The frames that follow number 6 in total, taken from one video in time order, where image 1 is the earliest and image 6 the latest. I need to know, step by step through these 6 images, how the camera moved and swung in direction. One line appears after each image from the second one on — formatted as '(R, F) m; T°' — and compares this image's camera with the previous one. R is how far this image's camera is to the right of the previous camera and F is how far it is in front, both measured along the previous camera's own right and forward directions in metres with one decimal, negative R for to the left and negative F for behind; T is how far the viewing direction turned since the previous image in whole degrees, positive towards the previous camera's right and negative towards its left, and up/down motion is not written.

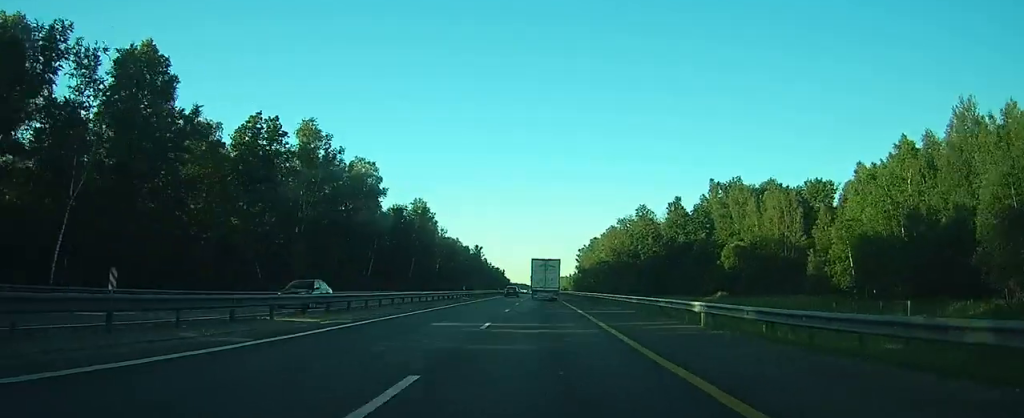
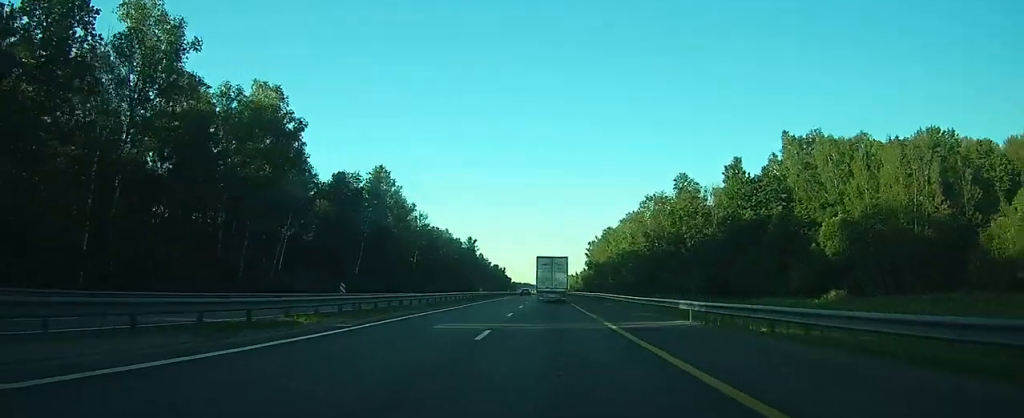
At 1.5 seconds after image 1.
(0.0, +39.0) m; 0°
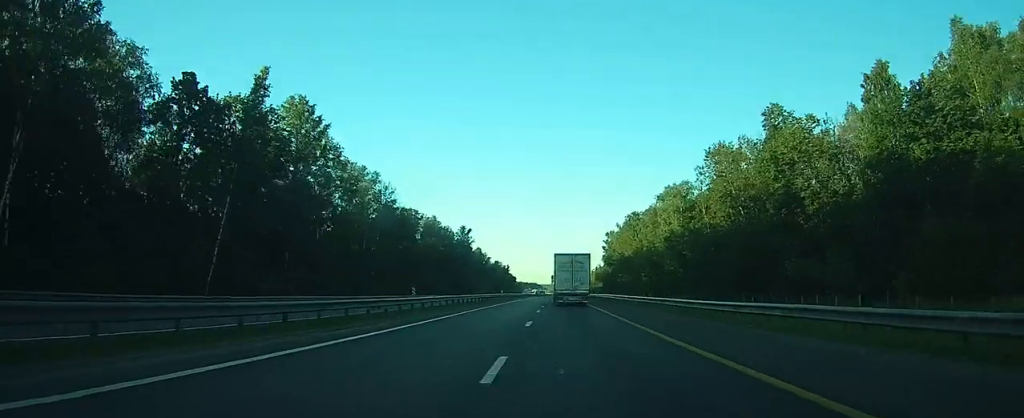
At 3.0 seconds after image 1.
(0.0, +41.7) m; 0°
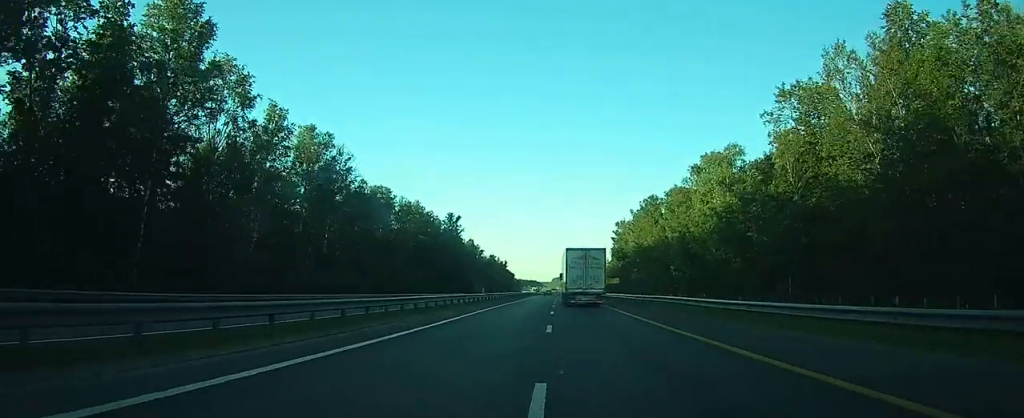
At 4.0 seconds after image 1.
(0.0, +26.7) m; 0°
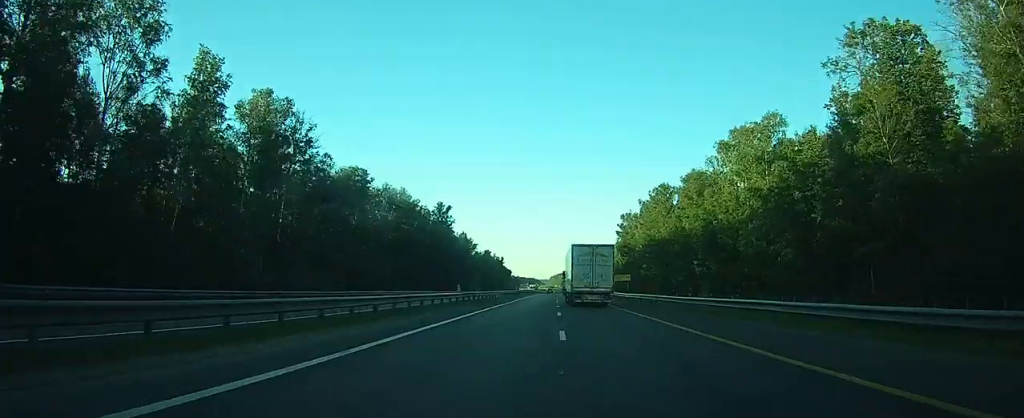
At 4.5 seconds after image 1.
(0.0, +14.9) m; 0°
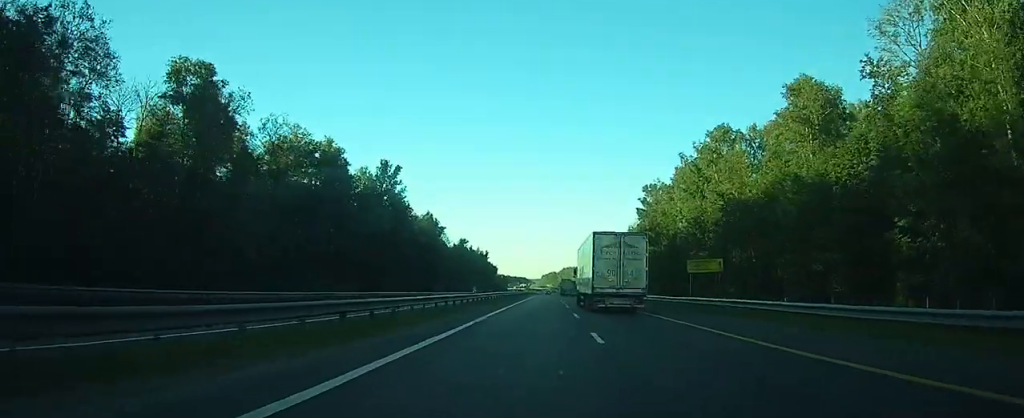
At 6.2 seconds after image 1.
(+0.3, +48.3) m; +1°
